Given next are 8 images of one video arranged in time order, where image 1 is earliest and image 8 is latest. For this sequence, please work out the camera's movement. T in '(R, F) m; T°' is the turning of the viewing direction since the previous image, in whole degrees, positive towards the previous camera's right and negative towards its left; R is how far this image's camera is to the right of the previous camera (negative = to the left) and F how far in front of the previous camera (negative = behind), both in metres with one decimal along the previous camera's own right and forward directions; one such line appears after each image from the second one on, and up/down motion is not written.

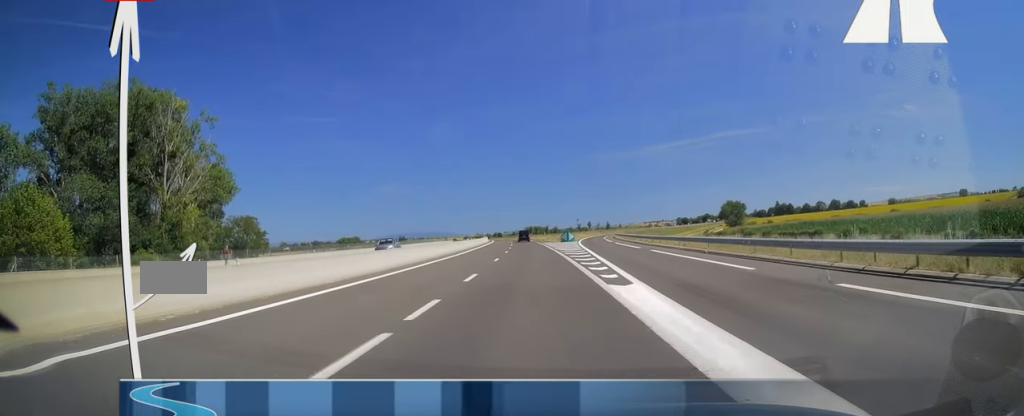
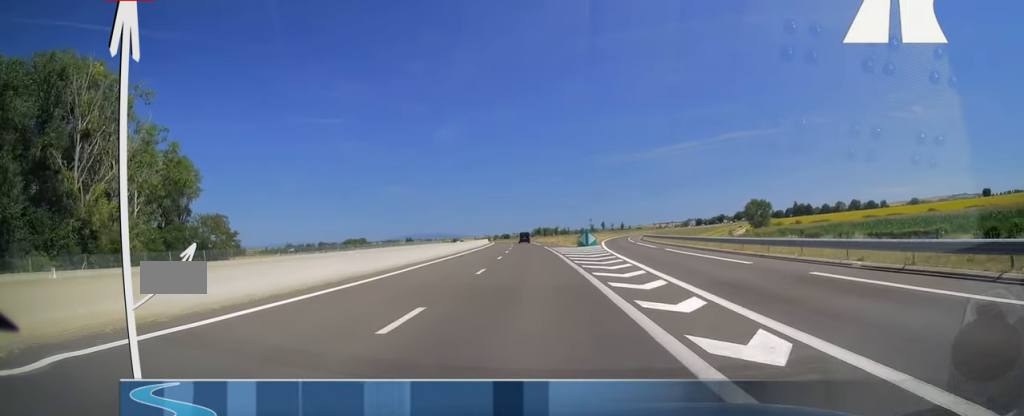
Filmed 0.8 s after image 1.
(0.0, +22.4) m; 0°
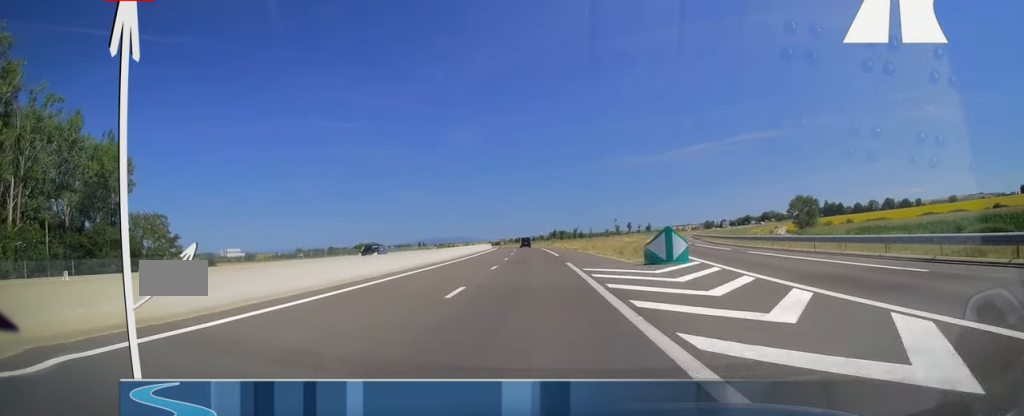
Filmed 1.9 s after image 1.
(-0.2, +33.6) m; -1°
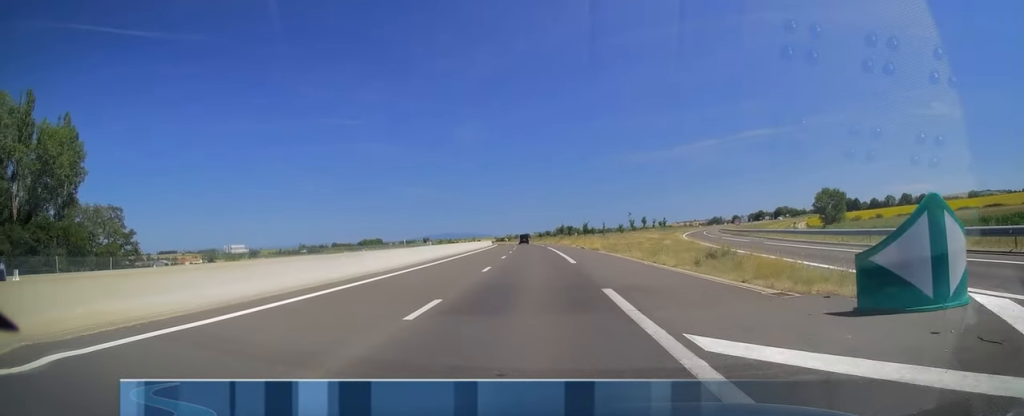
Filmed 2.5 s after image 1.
(-0.3, +17.6) m; -1°
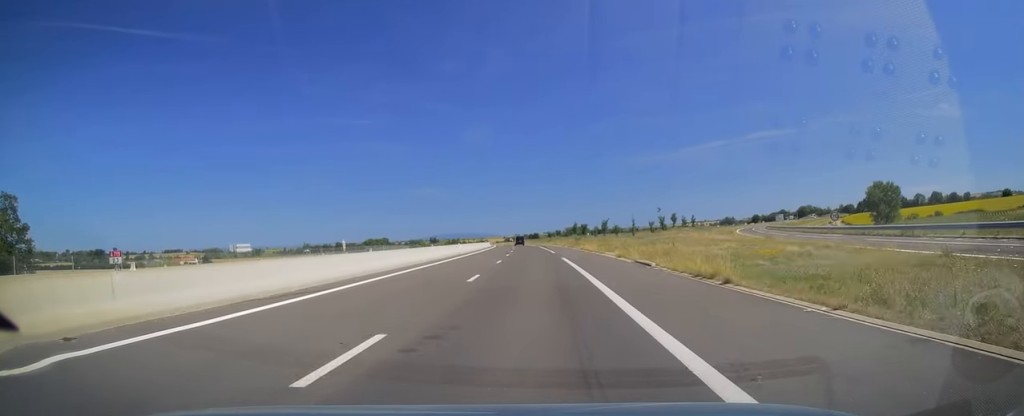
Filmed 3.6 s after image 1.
(-0.2, +30.8) m; -1°
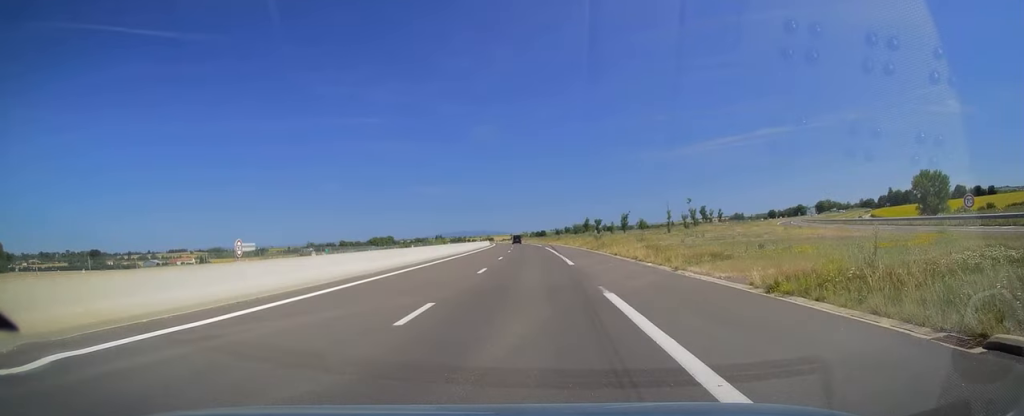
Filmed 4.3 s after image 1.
(-0.3, +22.5) m; -1°
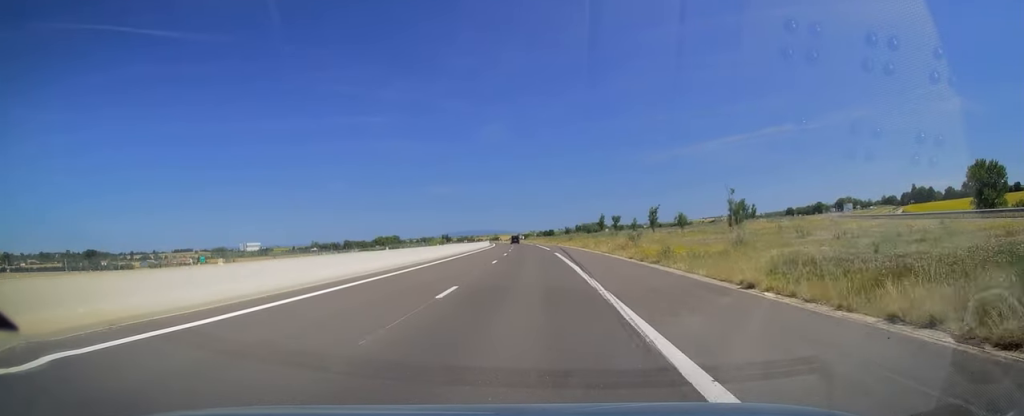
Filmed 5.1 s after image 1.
(-0.1, +22.0) m; -1°
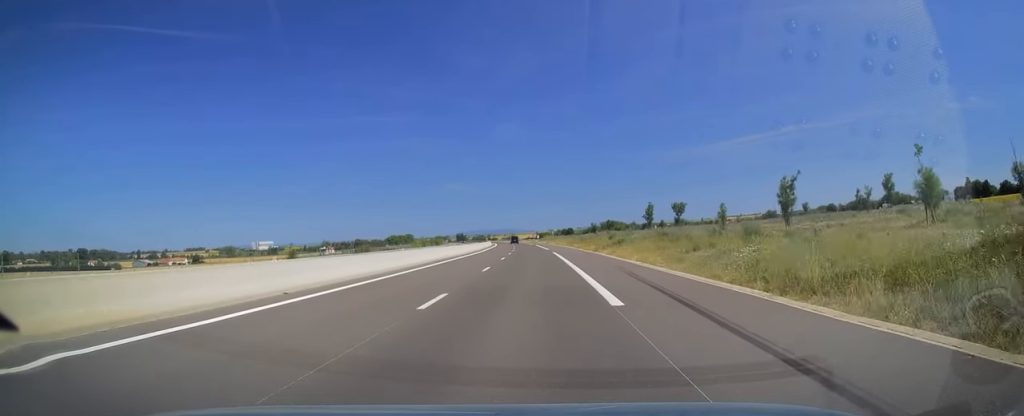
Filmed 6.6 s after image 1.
(-0.6, +44.9) m; -2°
